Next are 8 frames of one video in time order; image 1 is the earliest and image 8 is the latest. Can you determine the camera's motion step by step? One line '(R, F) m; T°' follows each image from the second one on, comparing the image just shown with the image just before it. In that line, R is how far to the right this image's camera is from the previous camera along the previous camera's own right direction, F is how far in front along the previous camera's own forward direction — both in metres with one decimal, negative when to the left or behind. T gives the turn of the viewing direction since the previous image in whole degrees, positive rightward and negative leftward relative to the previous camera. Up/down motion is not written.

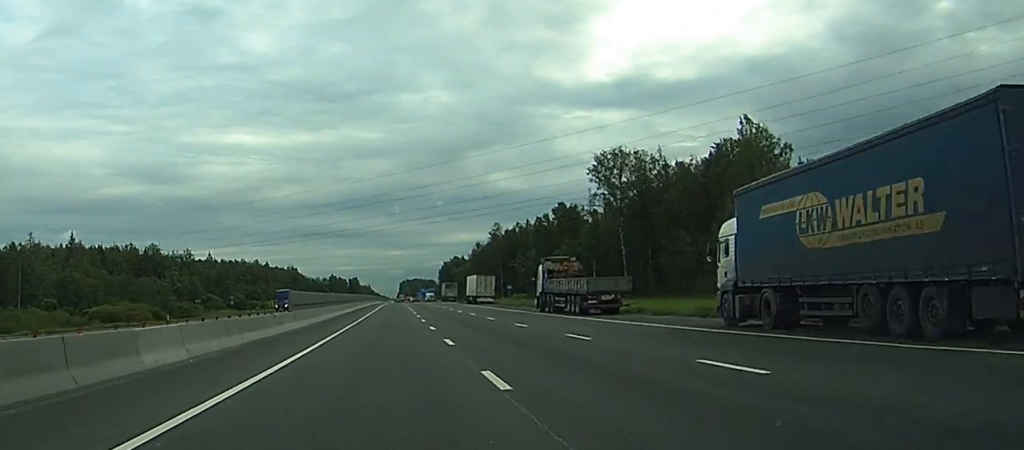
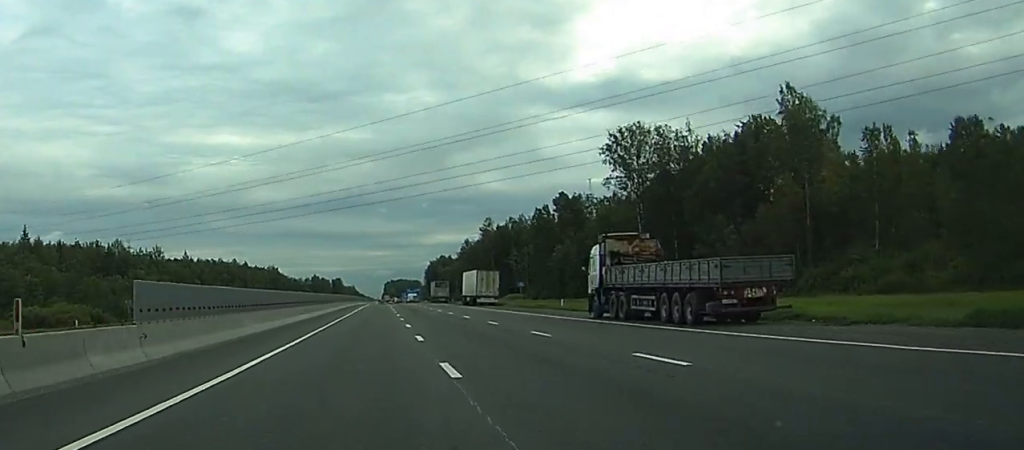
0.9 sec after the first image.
(+0.1, +22.1) m; 0°
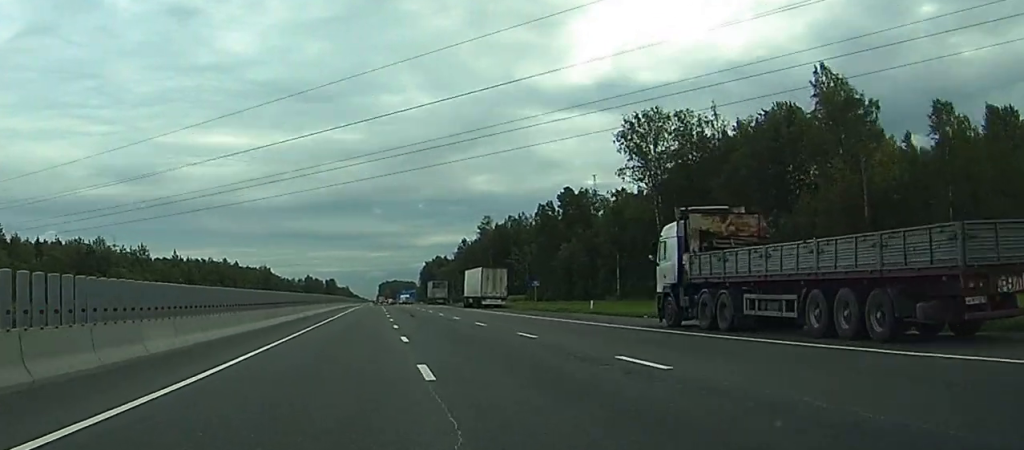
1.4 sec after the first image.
(0.0, +12.3) m; 0°
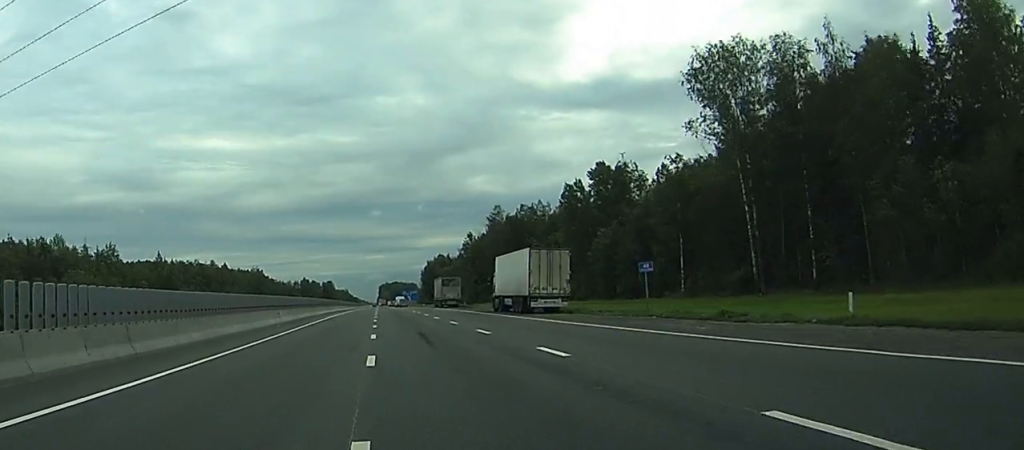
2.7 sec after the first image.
(+0.3, +32.8) m; +1°
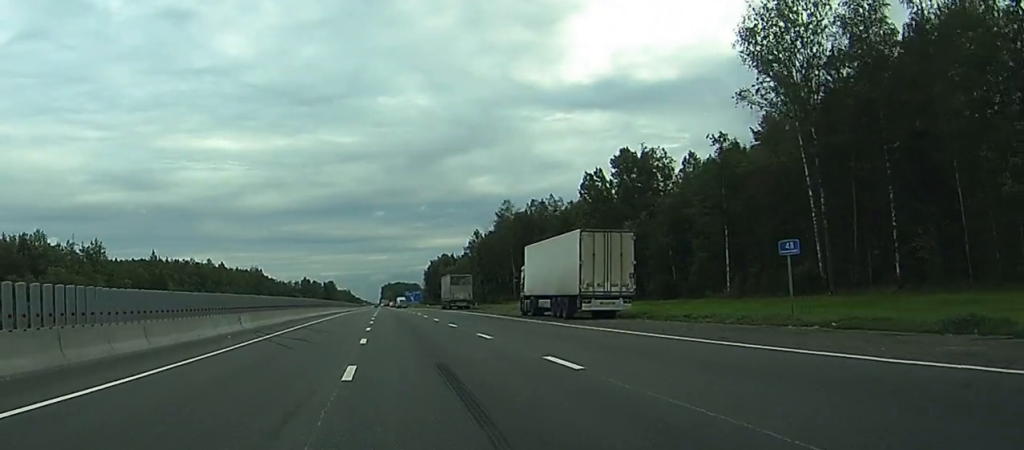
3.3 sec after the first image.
(+0.1, +14.7) m; 0°
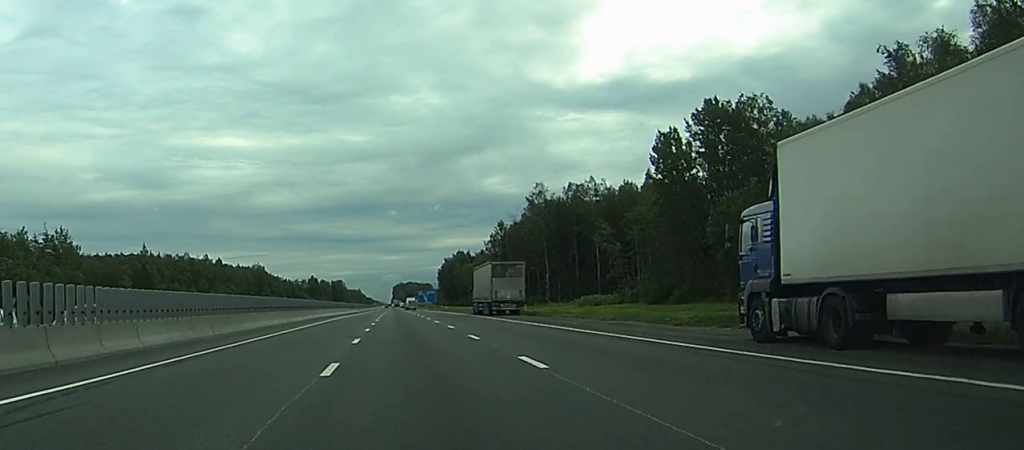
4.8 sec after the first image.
(0.0, +35.0) m; 0°
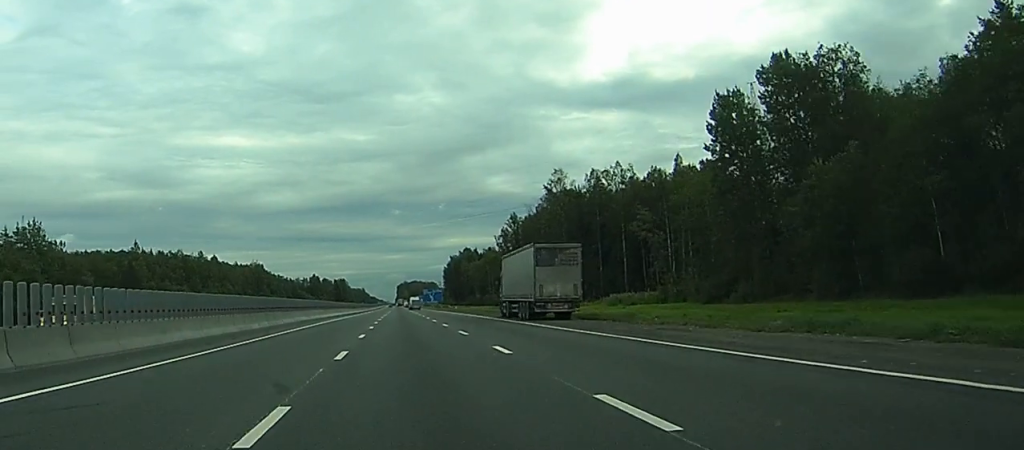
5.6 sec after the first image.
(-0.1, +19.4) m; 0°
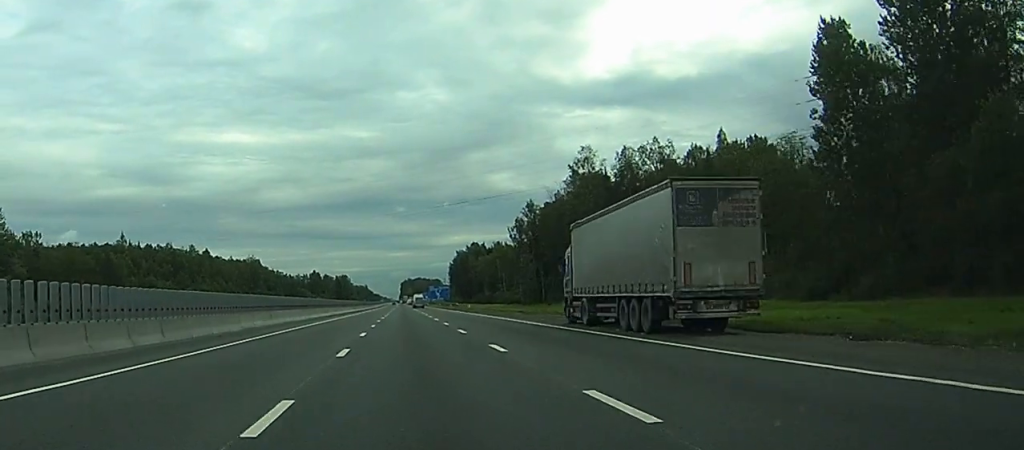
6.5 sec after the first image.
(-0.1, +23.3) m; 0°
